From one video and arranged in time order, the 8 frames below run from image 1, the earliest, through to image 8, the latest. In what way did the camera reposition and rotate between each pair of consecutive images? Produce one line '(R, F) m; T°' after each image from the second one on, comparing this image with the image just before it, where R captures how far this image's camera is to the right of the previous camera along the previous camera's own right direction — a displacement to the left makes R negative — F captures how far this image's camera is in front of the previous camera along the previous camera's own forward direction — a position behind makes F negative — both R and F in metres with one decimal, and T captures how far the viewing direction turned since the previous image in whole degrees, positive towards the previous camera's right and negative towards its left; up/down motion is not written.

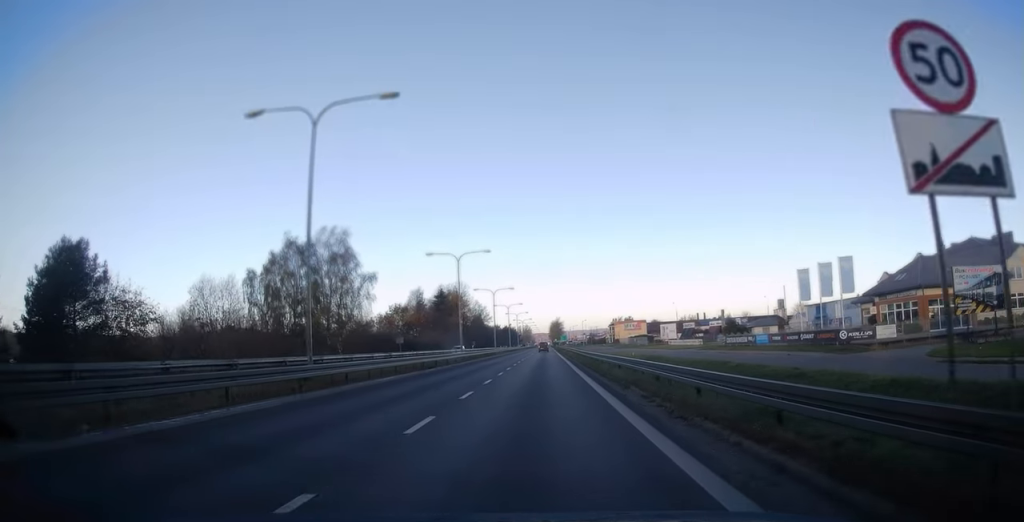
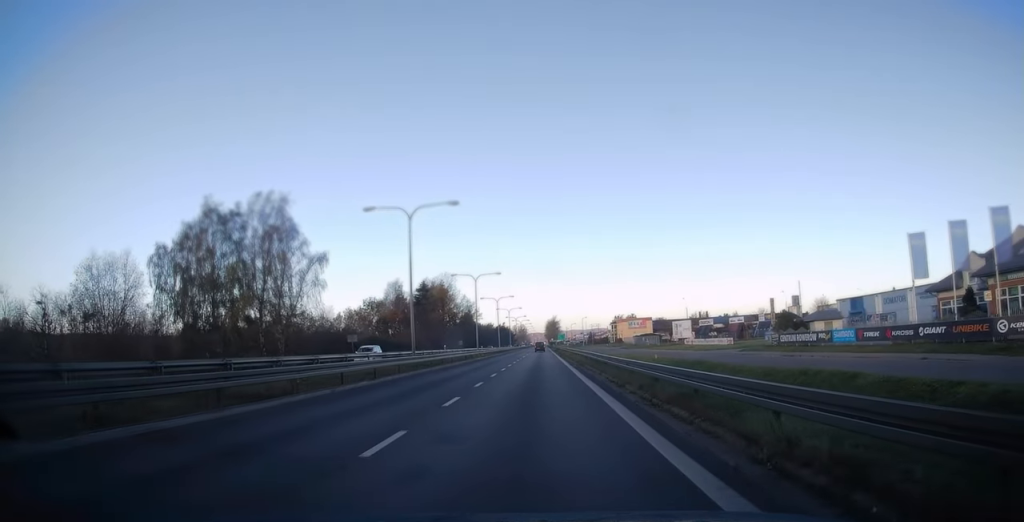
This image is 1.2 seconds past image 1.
(+0.4, +20.3) m; +1°
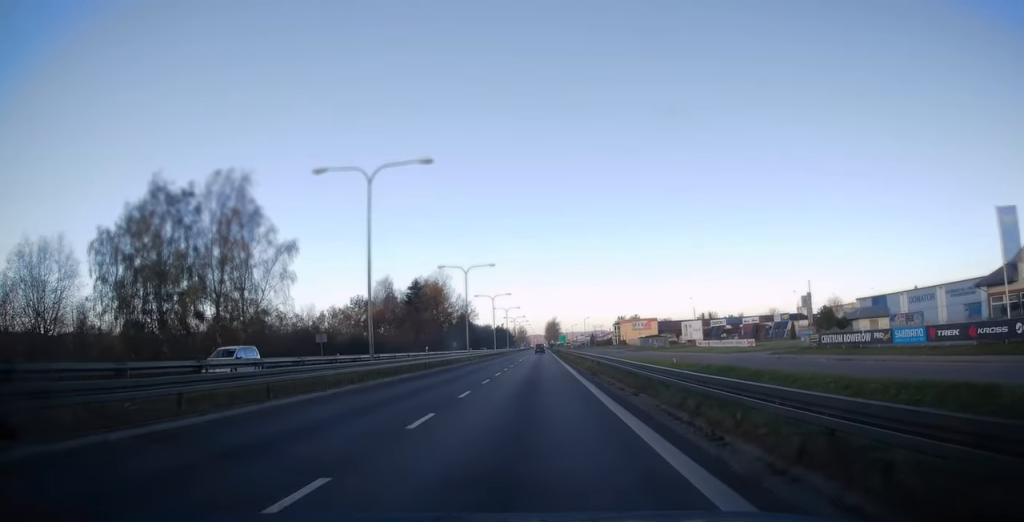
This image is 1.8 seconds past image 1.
(0.0, +9.6) m; 0°
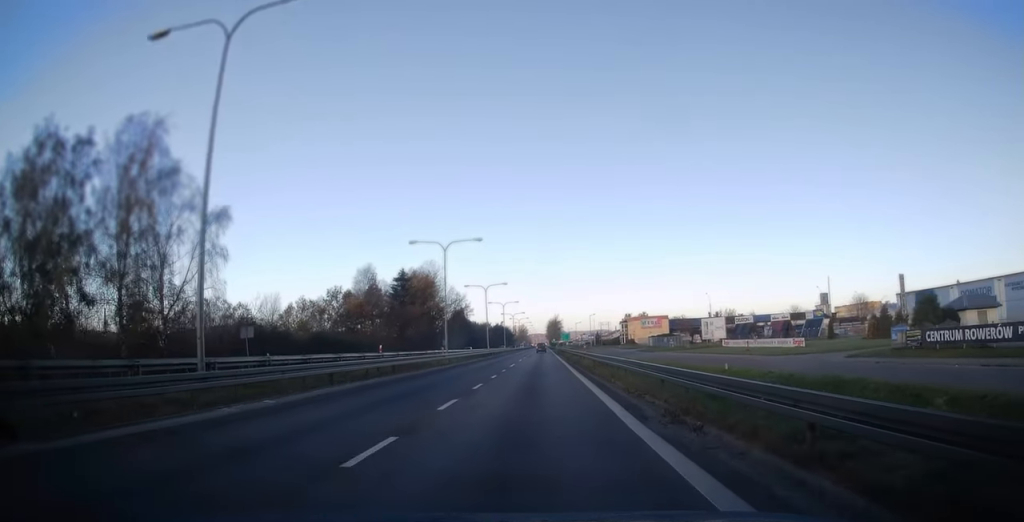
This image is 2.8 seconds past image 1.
(-0.3, +15.6) m; -1°
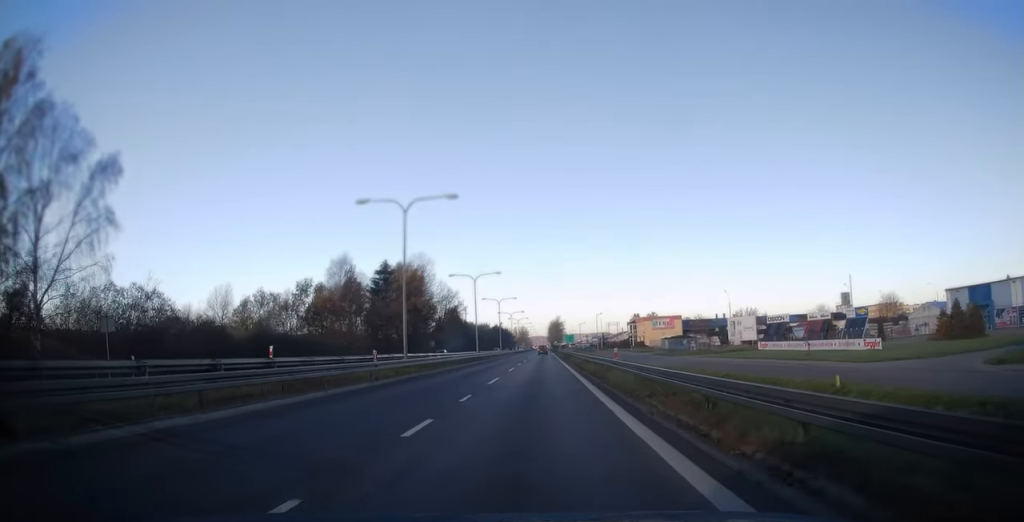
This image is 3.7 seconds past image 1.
(+0.1, +15.9) m; +1°
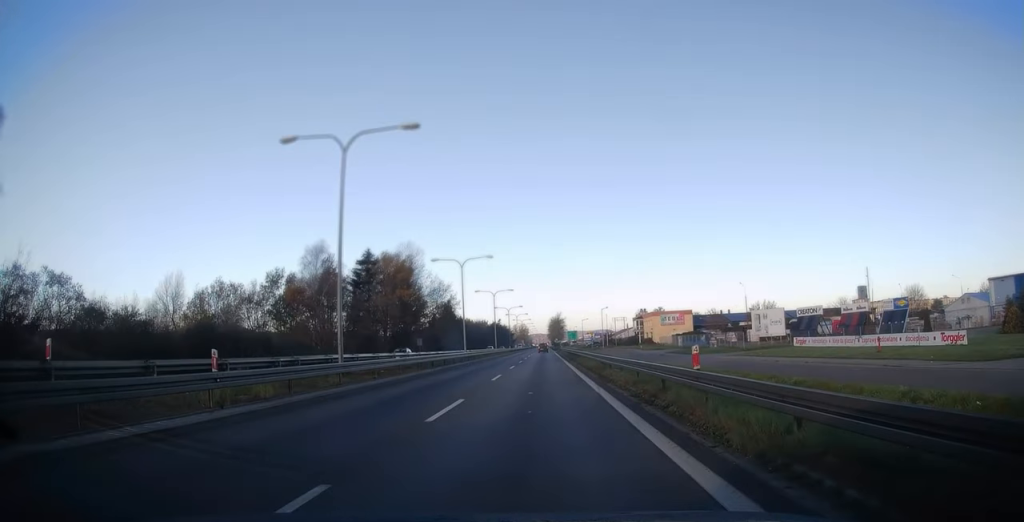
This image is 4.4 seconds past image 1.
(+0.3, +11.8) m; 0°
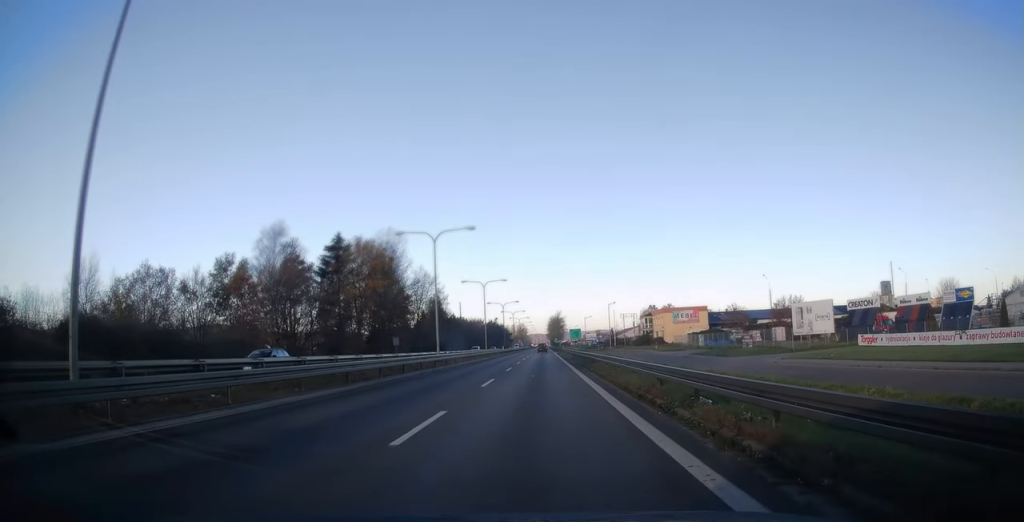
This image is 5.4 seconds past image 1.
(-0.3, +15.3) m; -1°
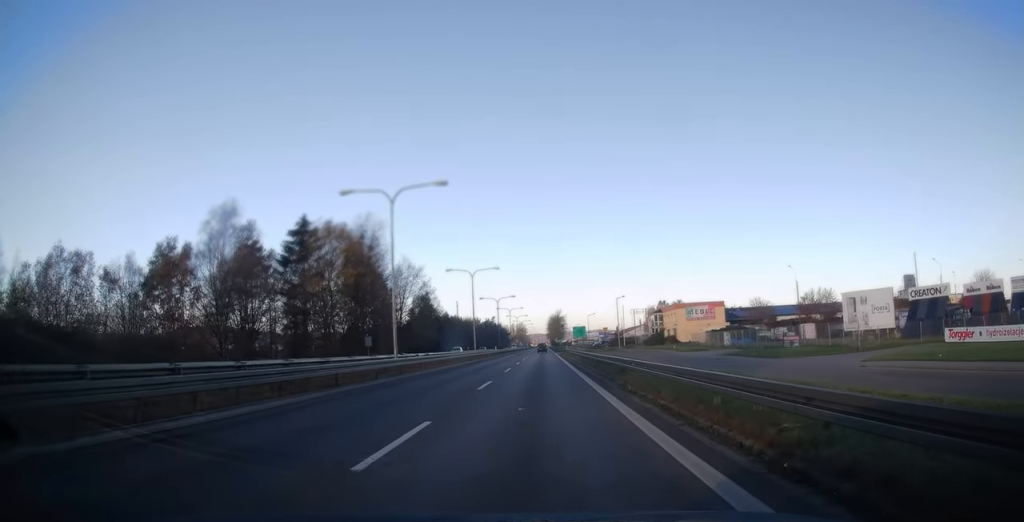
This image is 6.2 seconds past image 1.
(-0.1, +13.4) m; +1°
